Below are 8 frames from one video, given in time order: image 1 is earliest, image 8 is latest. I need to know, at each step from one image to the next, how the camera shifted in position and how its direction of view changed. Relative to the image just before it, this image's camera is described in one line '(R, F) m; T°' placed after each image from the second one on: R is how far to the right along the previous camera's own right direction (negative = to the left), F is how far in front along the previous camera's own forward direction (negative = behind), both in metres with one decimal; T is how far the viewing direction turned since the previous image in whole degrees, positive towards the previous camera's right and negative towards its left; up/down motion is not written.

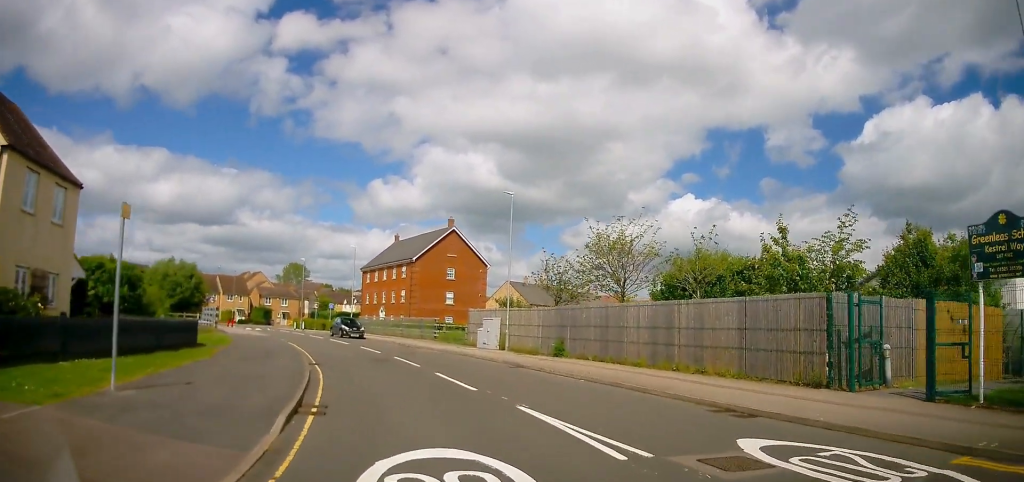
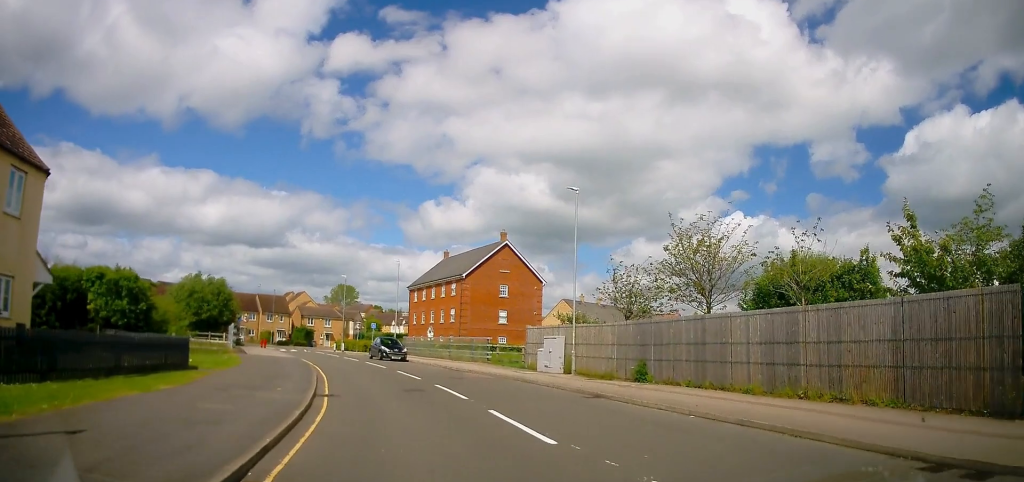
(-0.7, +4.6) m; -9°
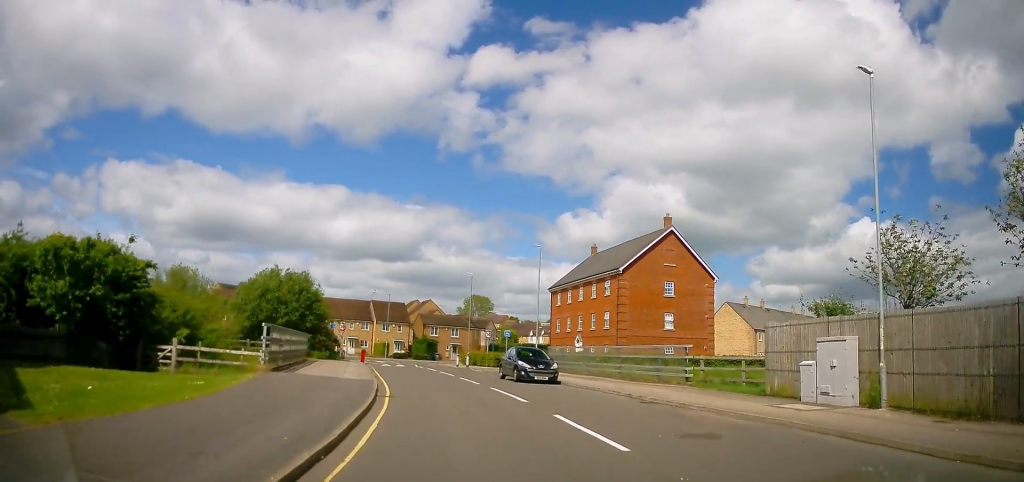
(-1.3, +12.4) m; -8°
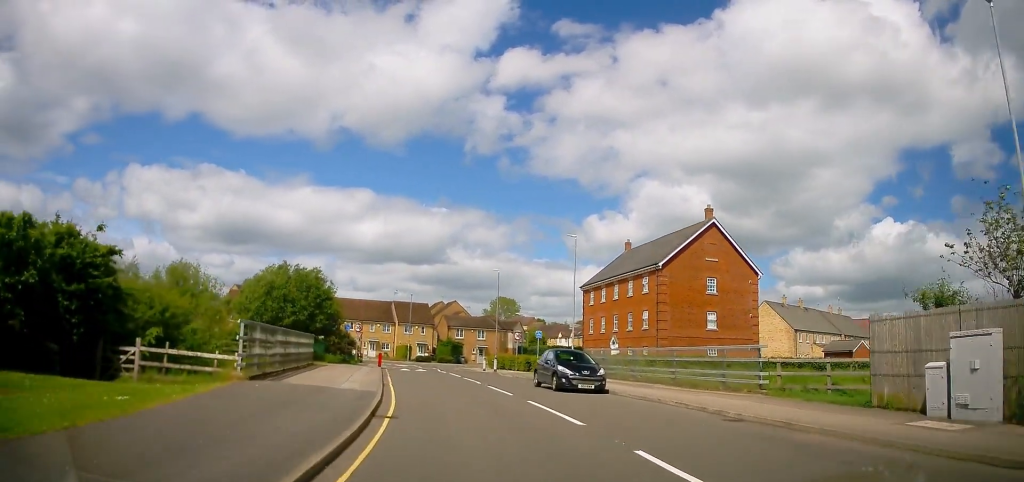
(0.0, +3.9) m; -2°
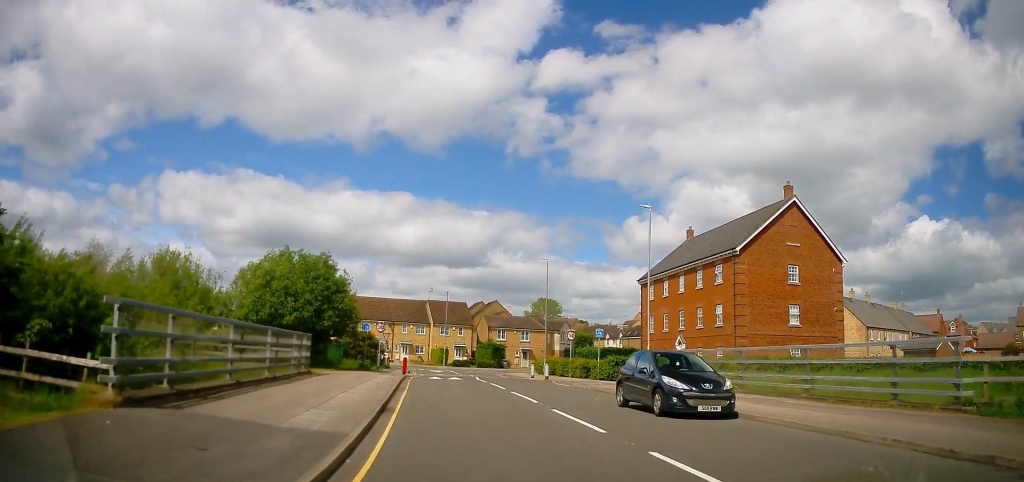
(-0.3, +7.2) m; -5°
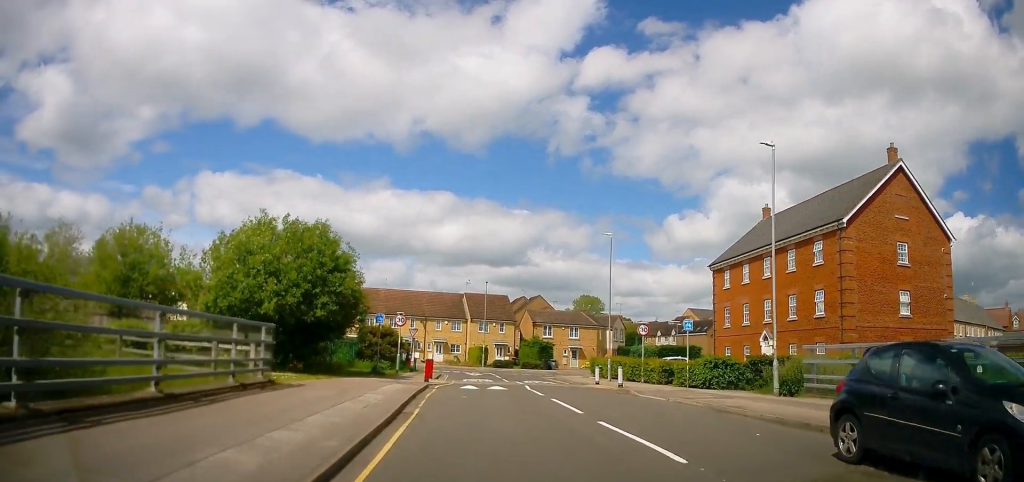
(-0.4, +8.3) m; -2°
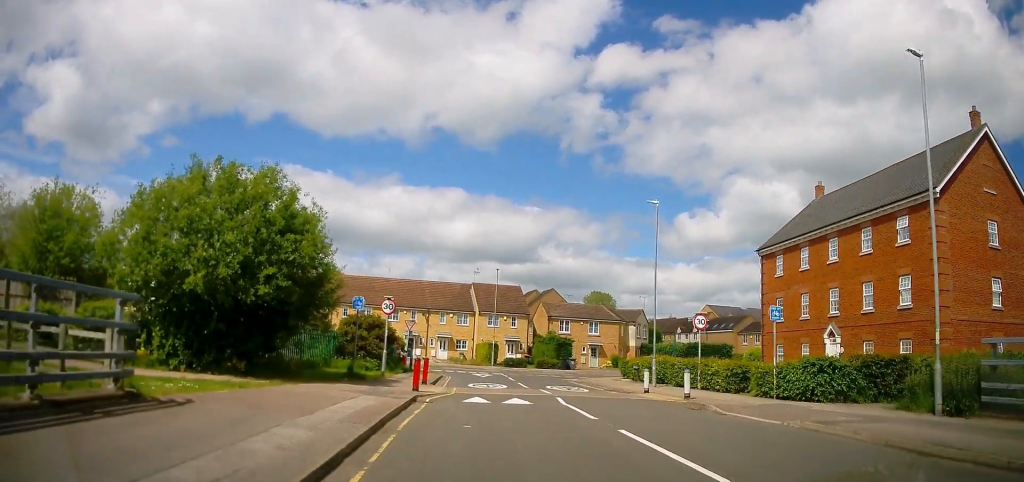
(+0.1, +7.0) m; -1°
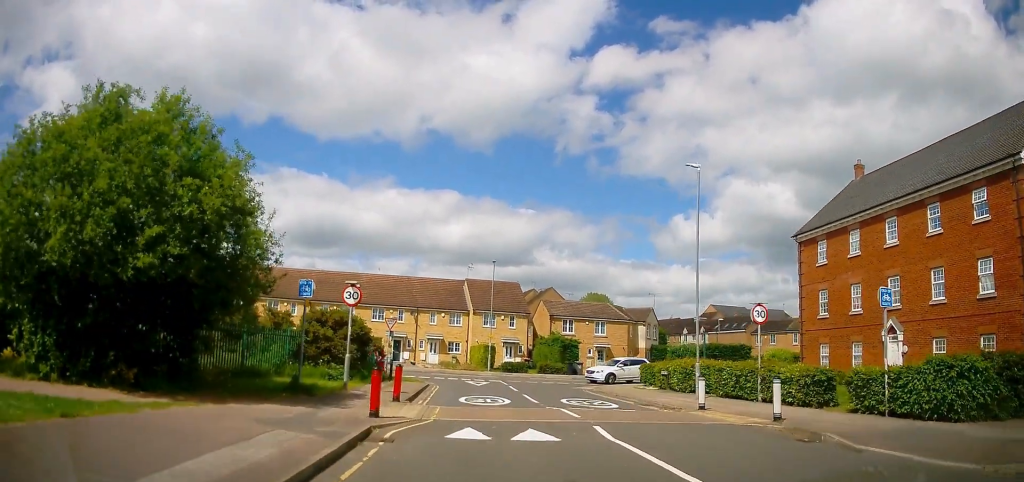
(-0.2, +5.8) m; -1°
